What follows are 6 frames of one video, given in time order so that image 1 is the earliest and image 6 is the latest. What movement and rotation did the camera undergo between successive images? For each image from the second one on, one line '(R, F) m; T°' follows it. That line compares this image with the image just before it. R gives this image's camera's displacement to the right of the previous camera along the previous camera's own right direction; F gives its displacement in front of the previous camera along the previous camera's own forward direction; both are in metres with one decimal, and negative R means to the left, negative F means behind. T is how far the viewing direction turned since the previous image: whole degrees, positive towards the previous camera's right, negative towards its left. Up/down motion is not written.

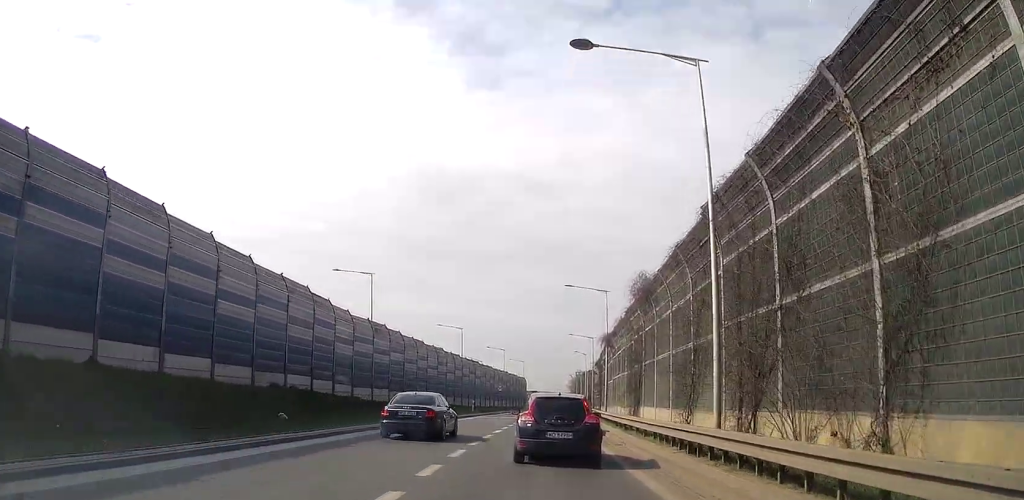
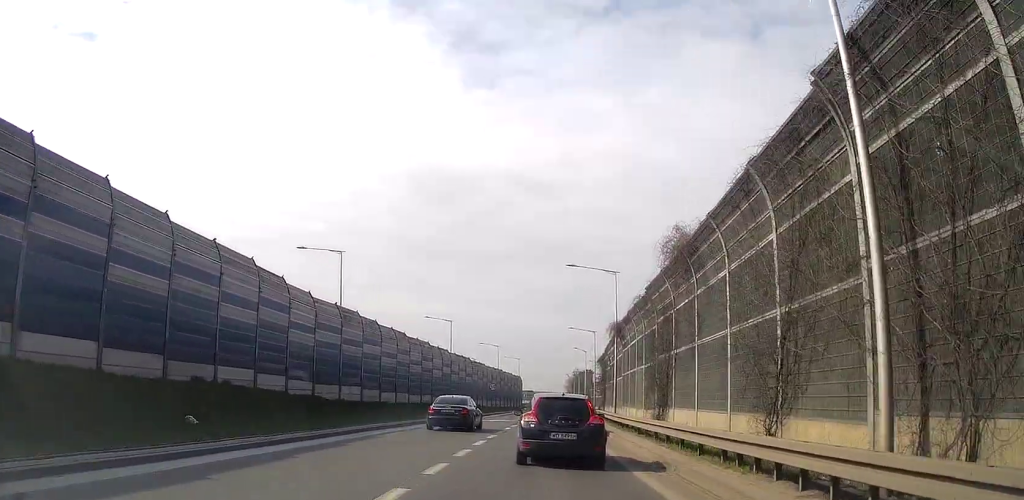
(-0.1, +7.8) m; 0°
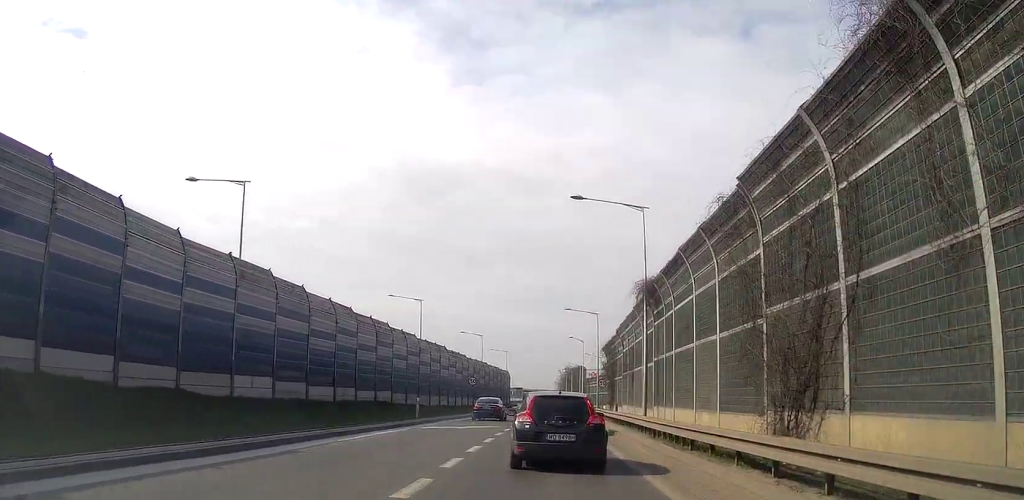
(+0.3, +14.5) m; +2°
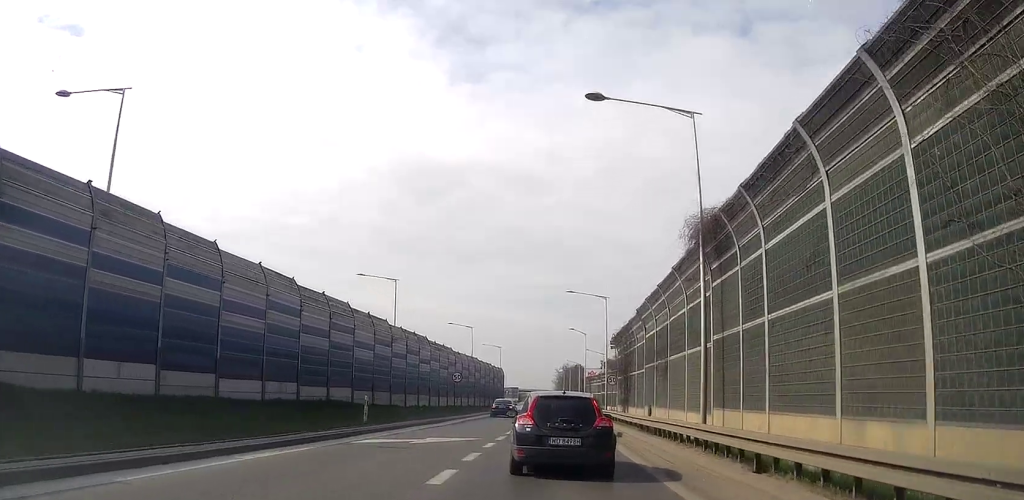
(0.0, +10.1) m; +1°
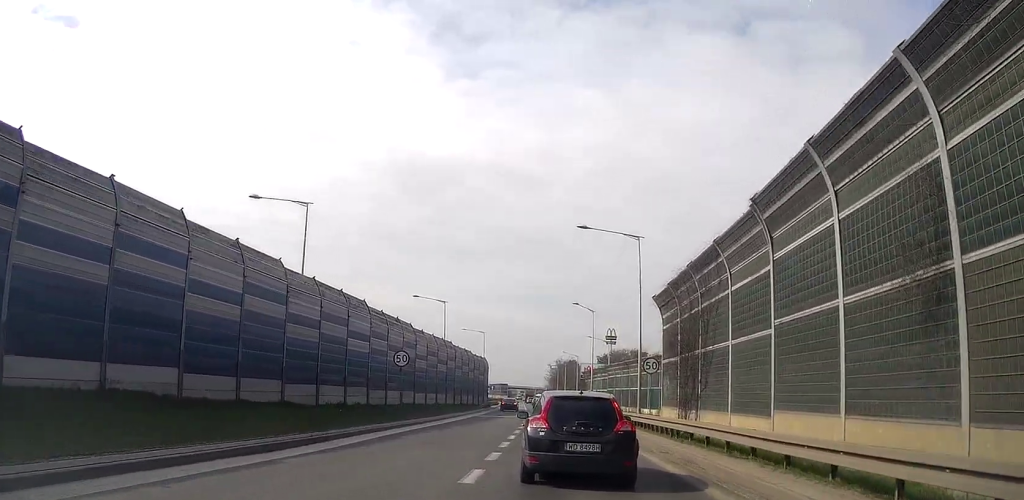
(+0.3, +19.9) m; +1°
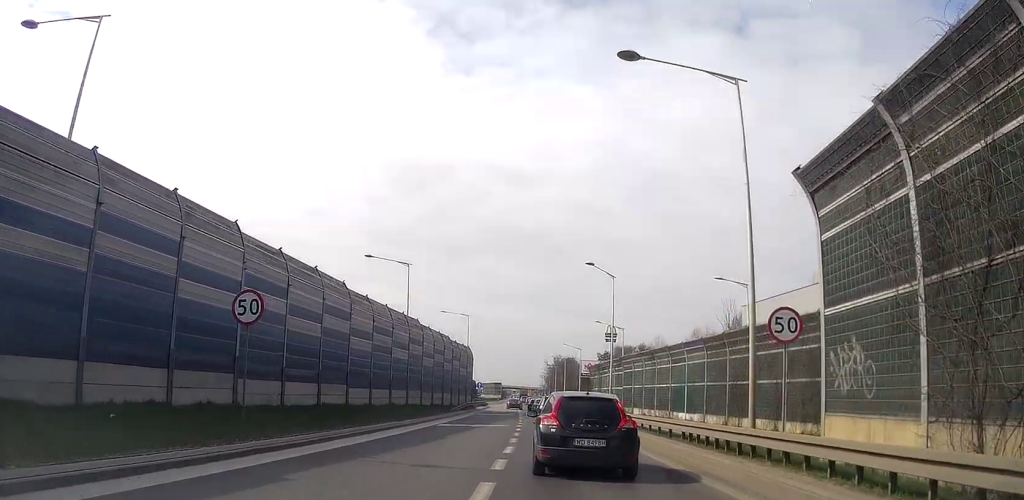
(+0.2, +18.7) m; +1°
